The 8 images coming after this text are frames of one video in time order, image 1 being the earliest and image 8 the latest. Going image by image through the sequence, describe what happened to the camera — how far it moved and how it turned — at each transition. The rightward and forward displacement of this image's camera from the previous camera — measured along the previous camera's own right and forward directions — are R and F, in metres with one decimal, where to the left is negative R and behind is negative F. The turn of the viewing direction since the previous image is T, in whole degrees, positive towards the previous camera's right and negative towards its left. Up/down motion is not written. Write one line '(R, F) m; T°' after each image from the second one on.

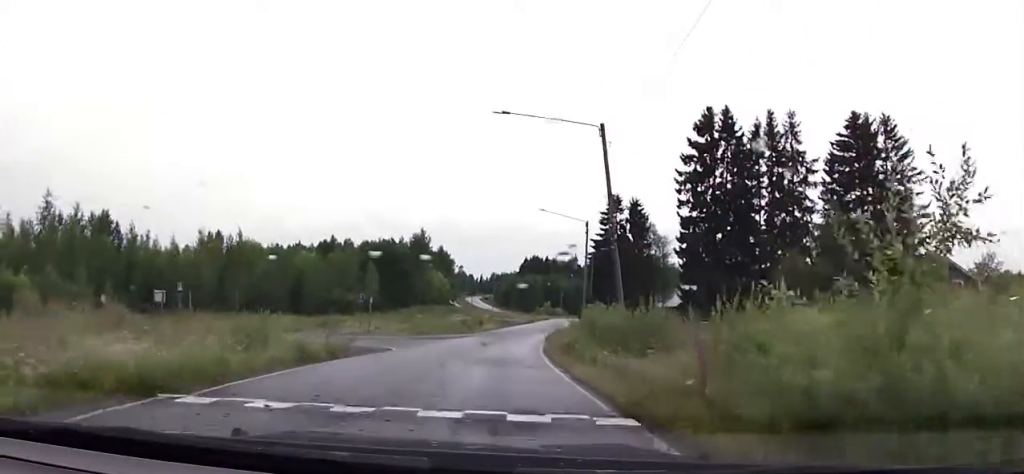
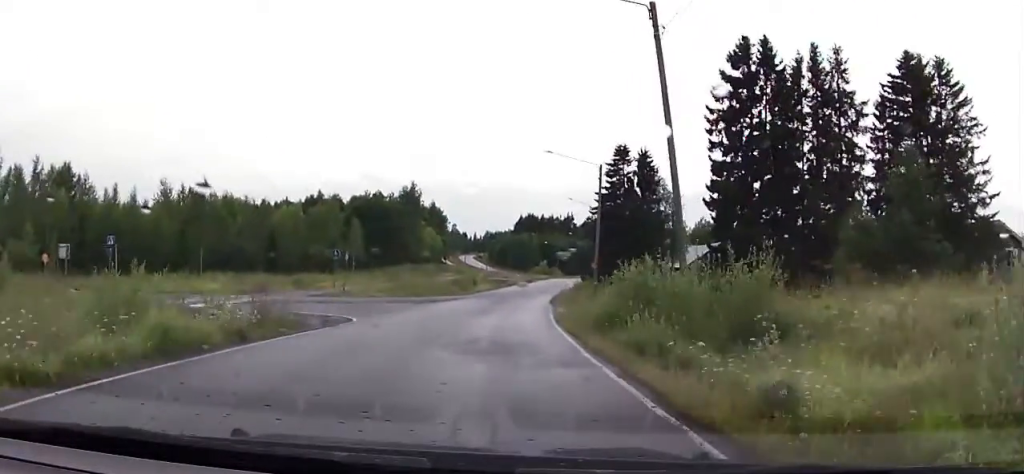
(-0.4, +8.7) m; -9°
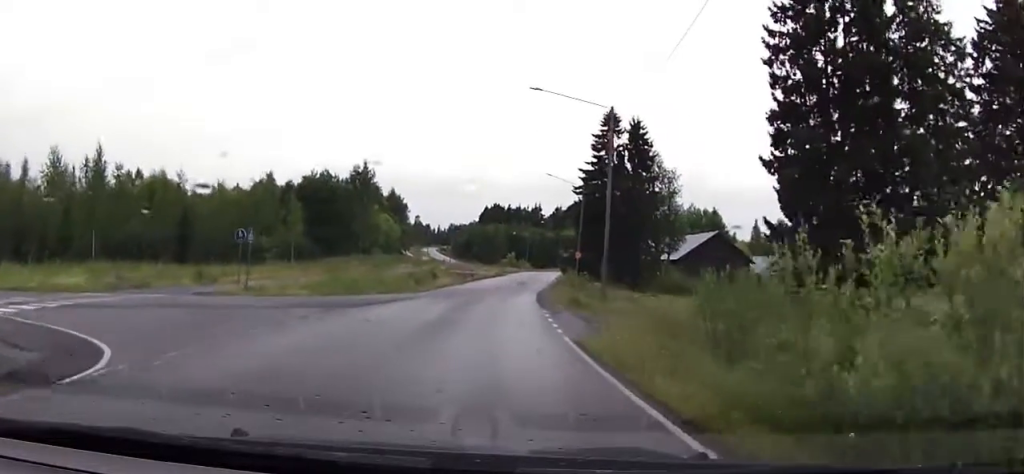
(-0.2, +14.1) m; +14°
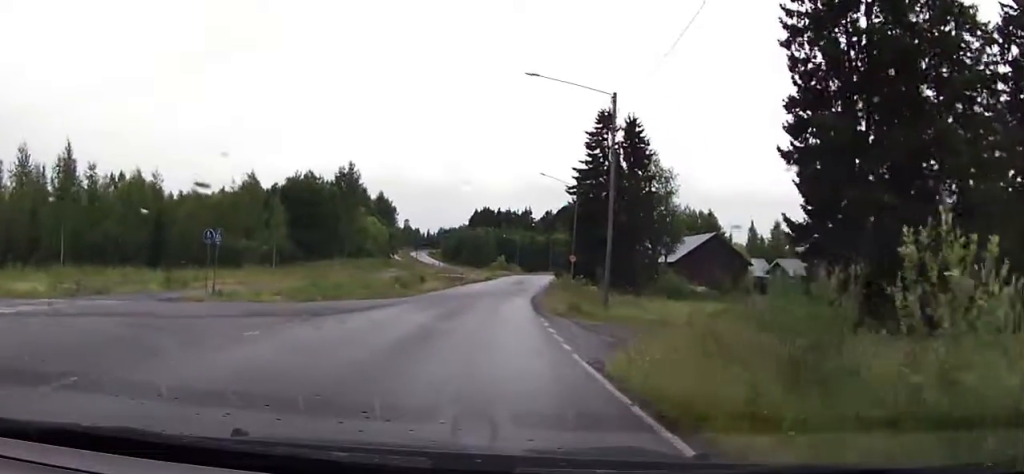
(+0.6, +3.2) m; +7°
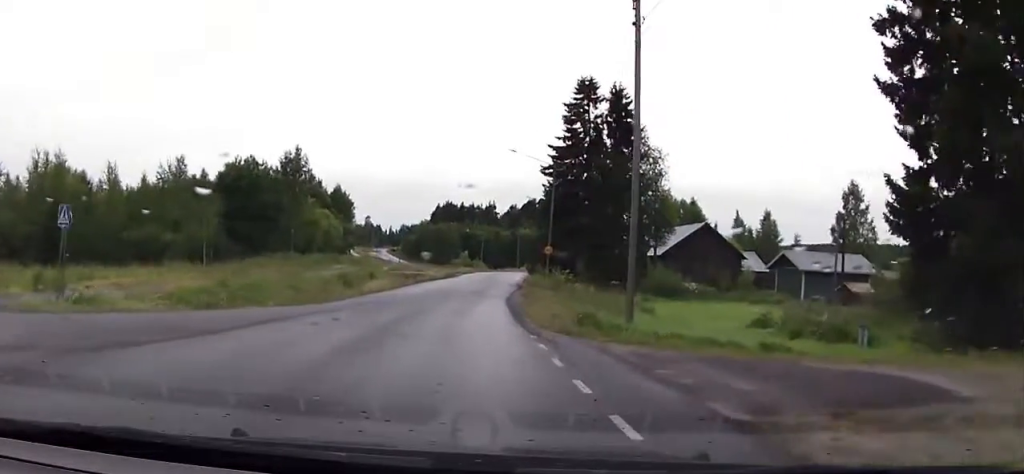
(0.0, +10.4) m; 0°
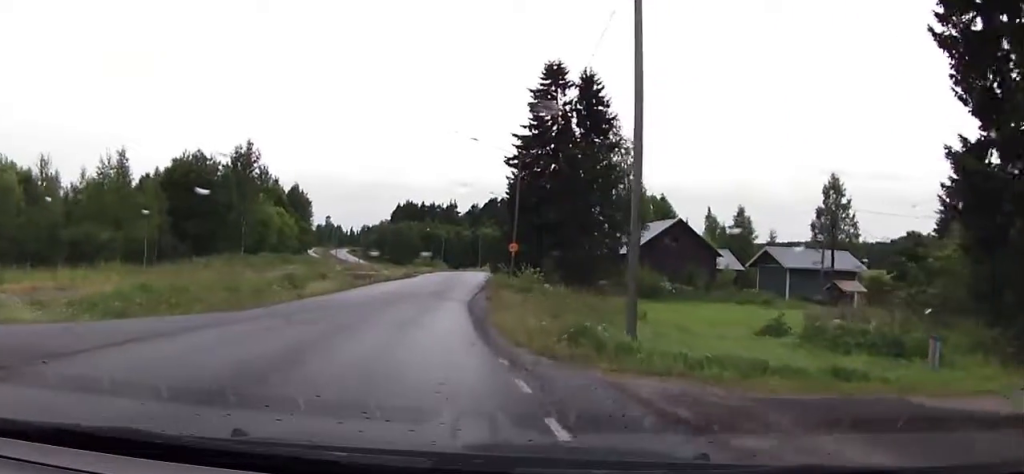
(0.0, +5.0) m; 0°
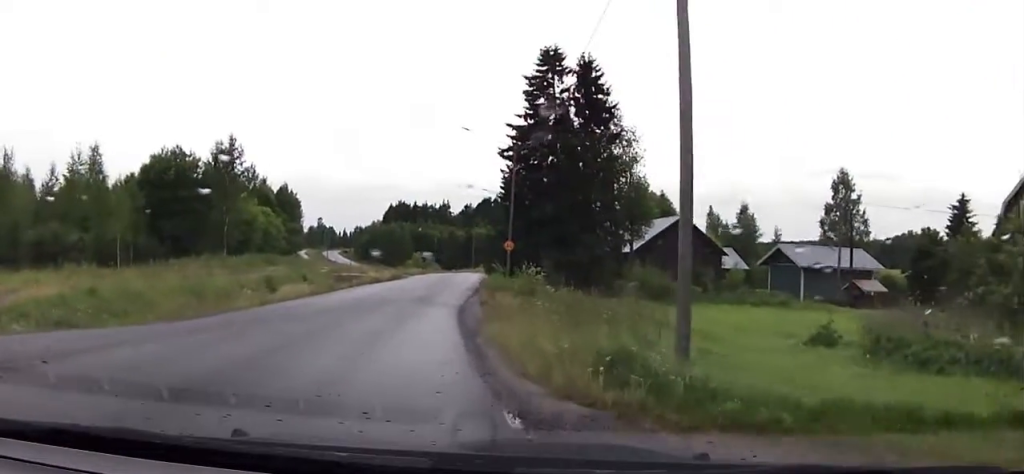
(0.0, +4.6) m; -4°
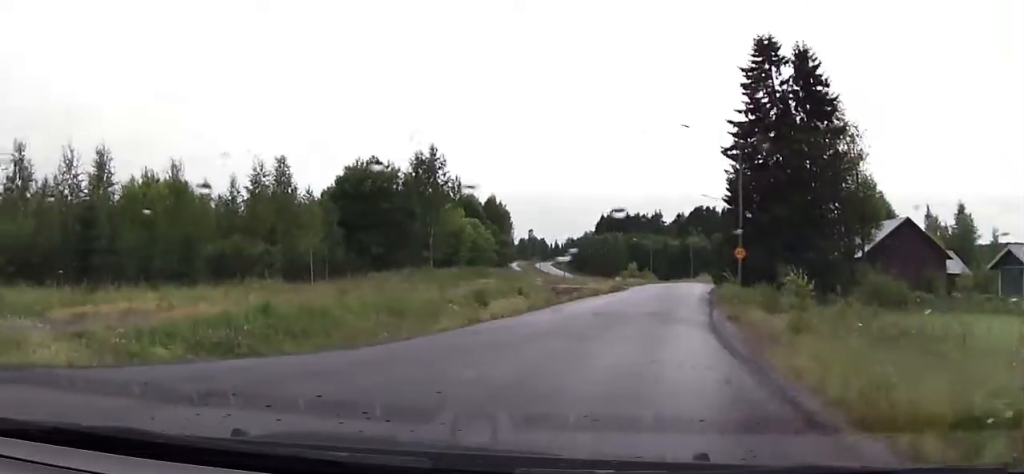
(-0.3, +4.9) m; -15°
